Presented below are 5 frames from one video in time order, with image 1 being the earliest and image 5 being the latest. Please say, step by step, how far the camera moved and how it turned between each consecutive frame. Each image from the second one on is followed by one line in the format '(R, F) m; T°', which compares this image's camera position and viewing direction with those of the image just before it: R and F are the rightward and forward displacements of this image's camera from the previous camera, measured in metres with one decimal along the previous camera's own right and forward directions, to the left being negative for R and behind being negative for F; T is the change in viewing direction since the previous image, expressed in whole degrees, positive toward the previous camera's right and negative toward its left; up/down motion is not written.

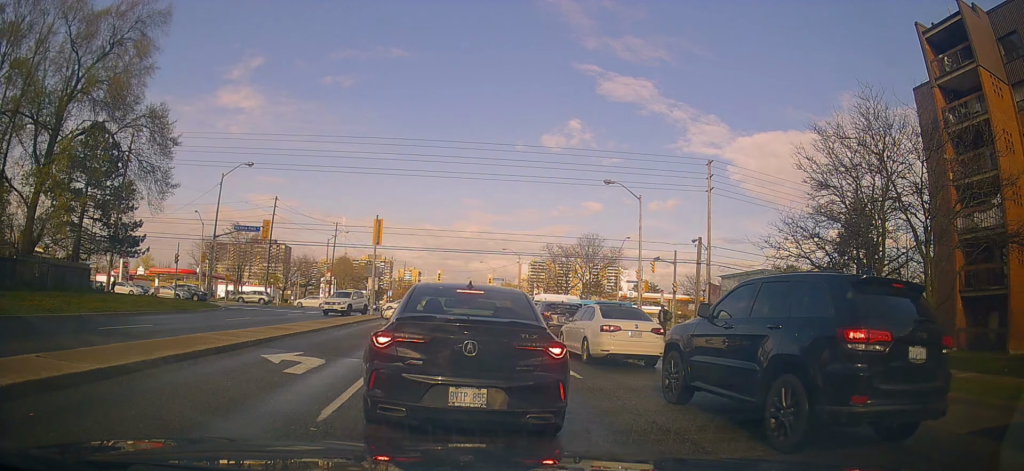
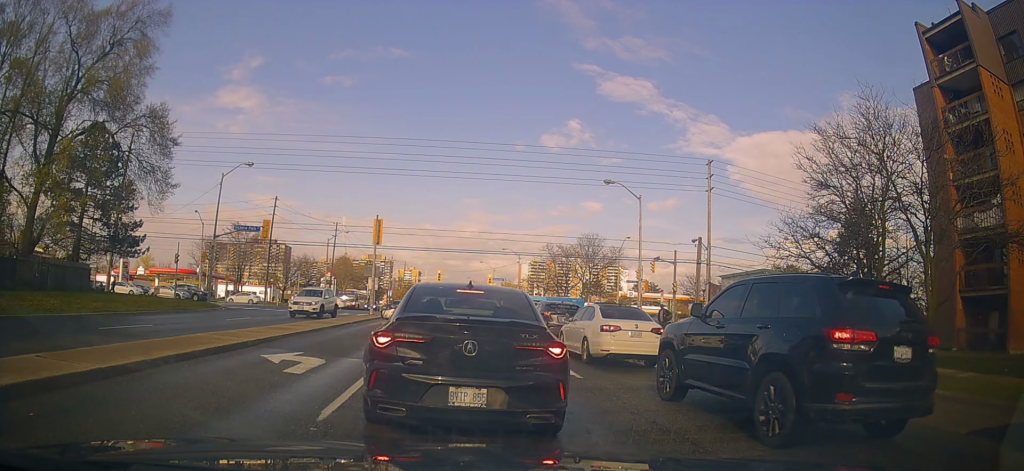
(0.0, 0.0) m; 0°
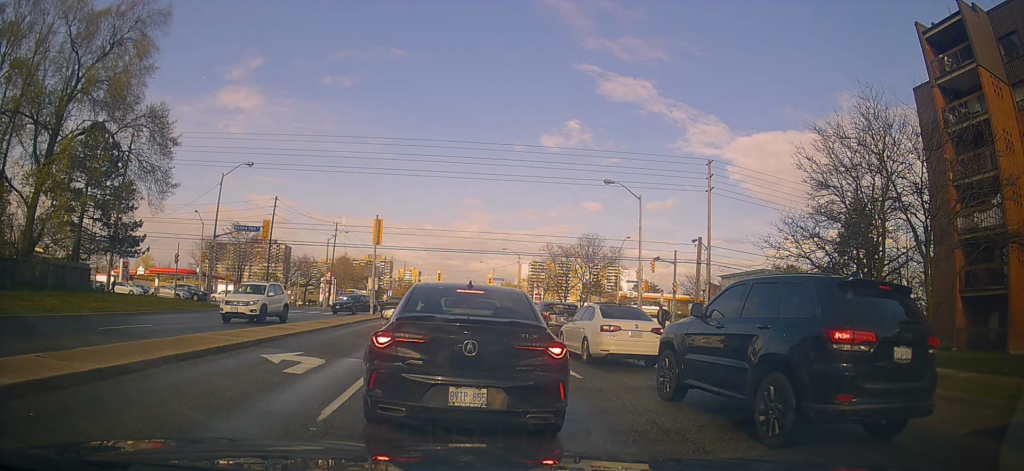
(0.0, 0.0) m; 0°
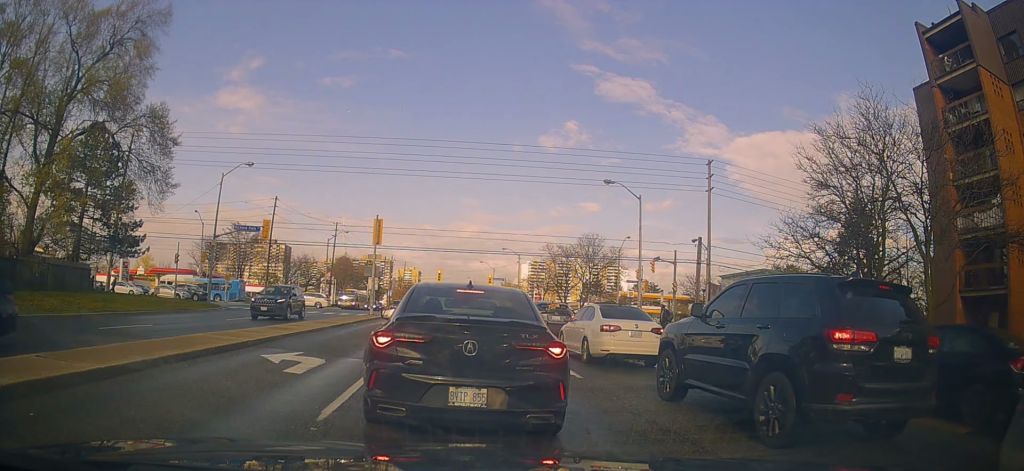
(+0.1, +0.2) m; 0°
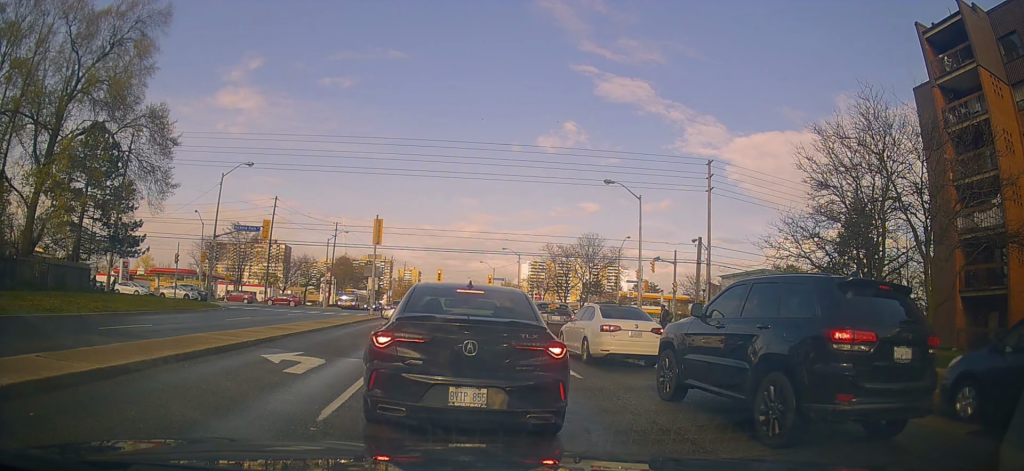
(0.0, 0.0) m; 0°
